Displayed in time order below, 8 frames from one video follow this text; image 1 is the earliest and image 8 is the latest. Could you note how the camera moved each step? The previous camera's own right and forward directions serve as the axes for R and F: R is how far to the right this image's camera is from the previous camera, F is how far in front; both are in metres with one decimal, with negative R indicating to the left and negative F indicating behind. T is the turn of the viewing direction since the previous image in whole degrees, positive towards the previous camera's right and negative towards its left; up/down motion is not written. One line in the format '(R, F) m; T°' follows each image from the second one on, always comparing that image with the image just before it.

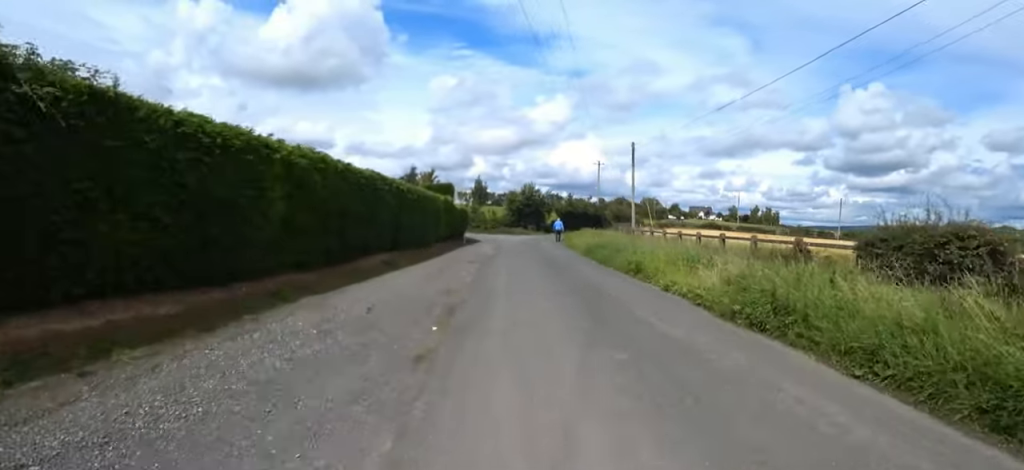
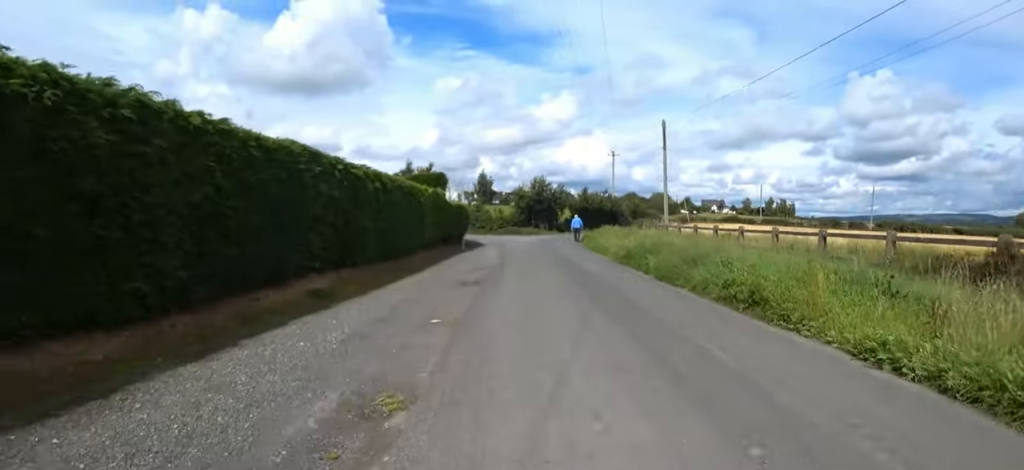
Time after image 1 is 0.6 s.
(+0.2, +5.3) m; -6°
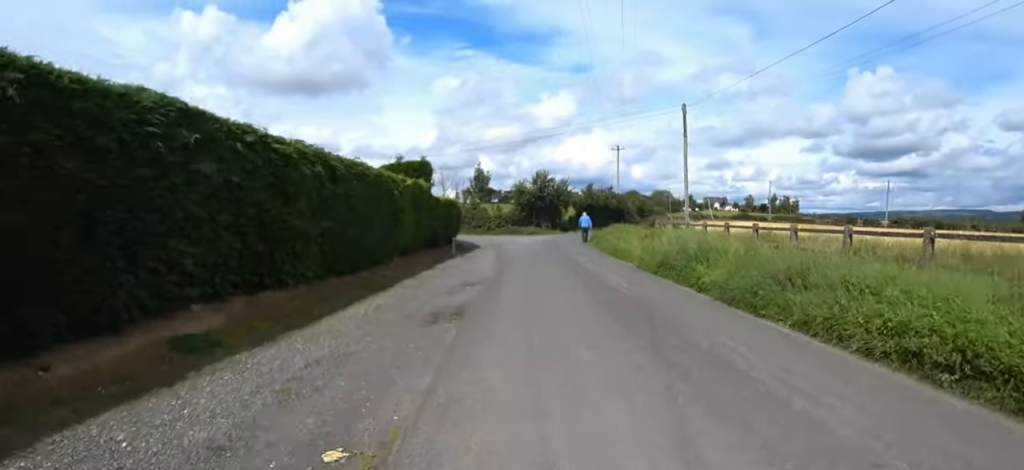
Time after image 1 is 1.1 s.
(-0.4, +3.4) m; -1°
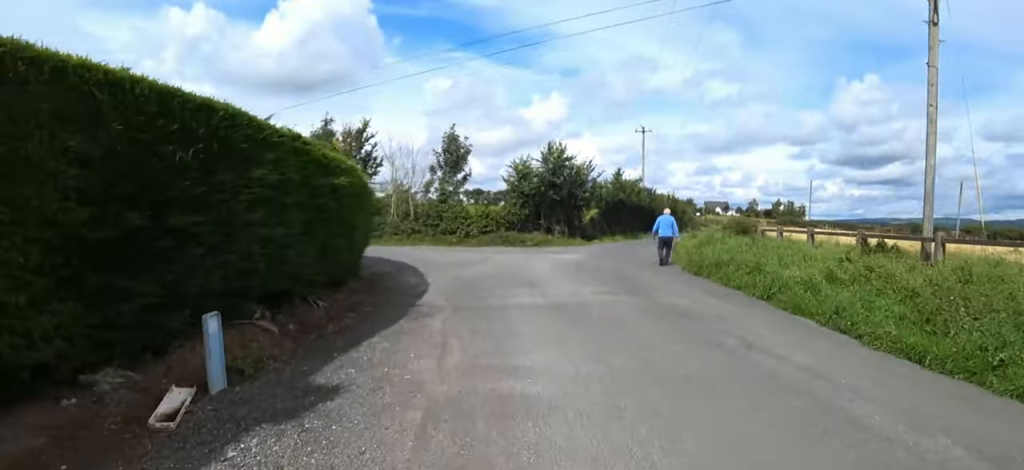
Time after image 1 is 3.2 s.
(+0.2, +15.5) m; +1°
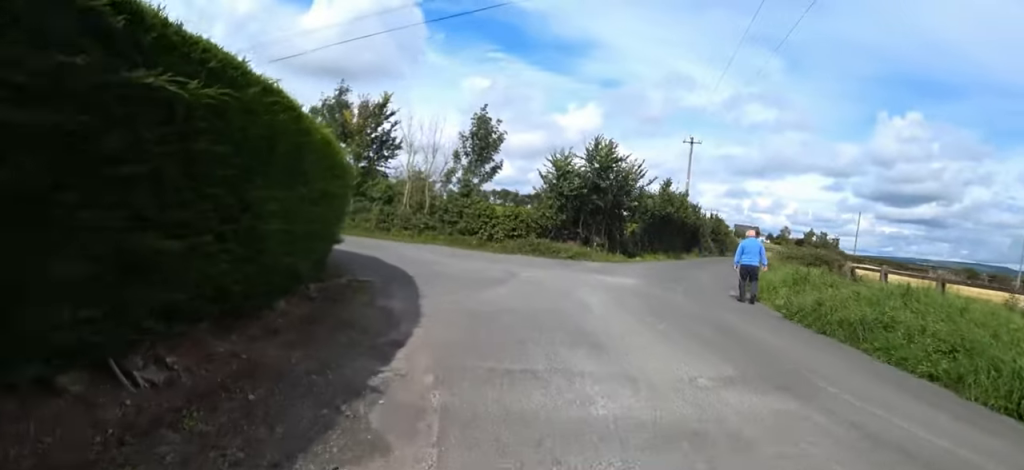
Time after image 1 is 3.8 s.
(-0.2, +4.0) m; -4°
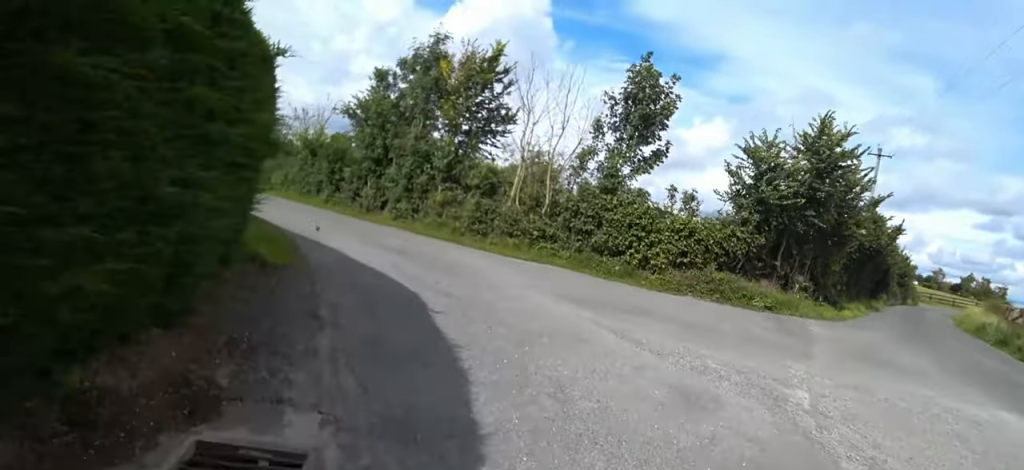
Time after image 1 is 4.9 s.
(-0.4, +7.1) m; -12°
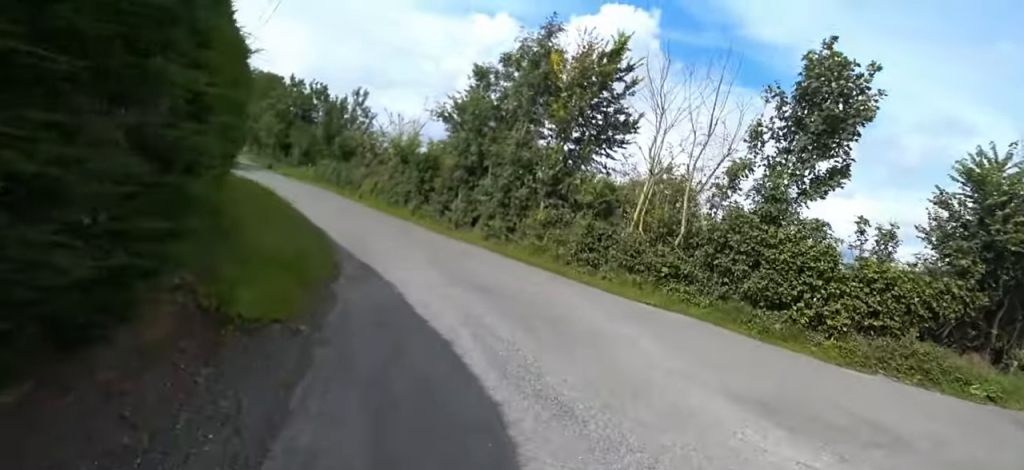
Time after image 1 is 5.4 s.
(-0.2, +2.8) m; -10°
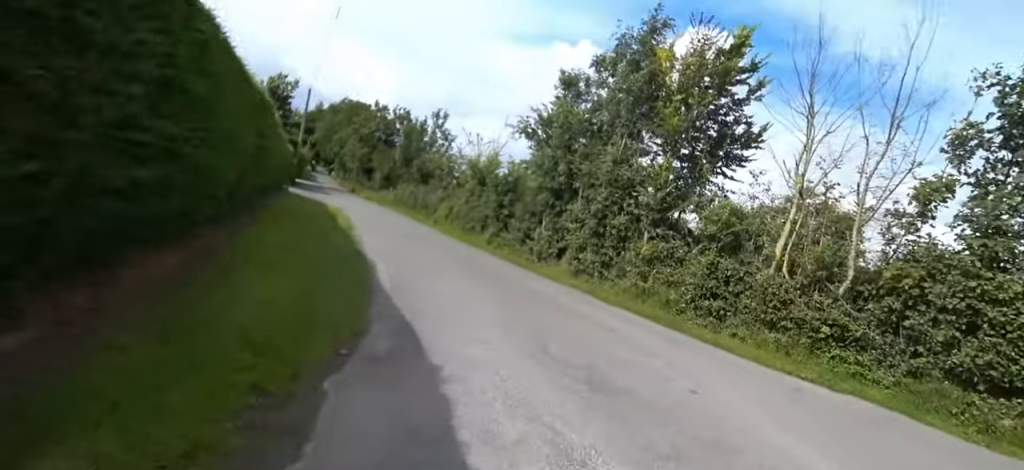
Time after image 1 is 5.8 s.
(0.0, +2.3) m; -7°
